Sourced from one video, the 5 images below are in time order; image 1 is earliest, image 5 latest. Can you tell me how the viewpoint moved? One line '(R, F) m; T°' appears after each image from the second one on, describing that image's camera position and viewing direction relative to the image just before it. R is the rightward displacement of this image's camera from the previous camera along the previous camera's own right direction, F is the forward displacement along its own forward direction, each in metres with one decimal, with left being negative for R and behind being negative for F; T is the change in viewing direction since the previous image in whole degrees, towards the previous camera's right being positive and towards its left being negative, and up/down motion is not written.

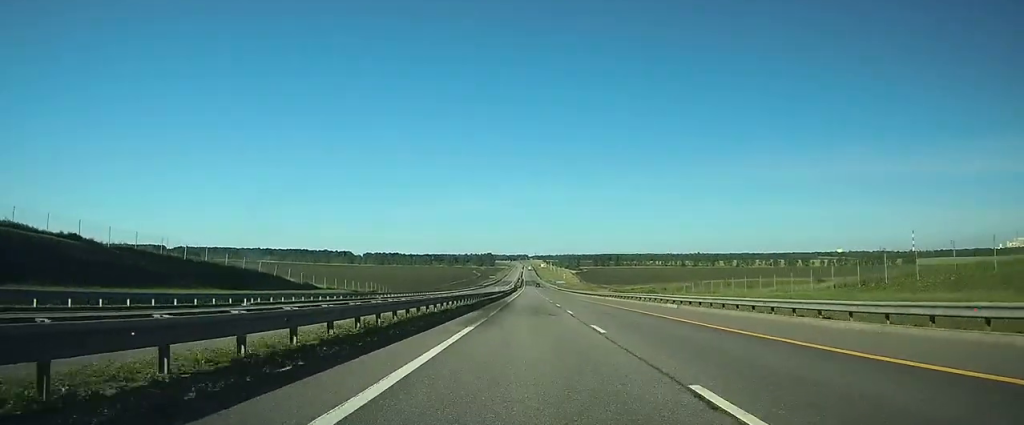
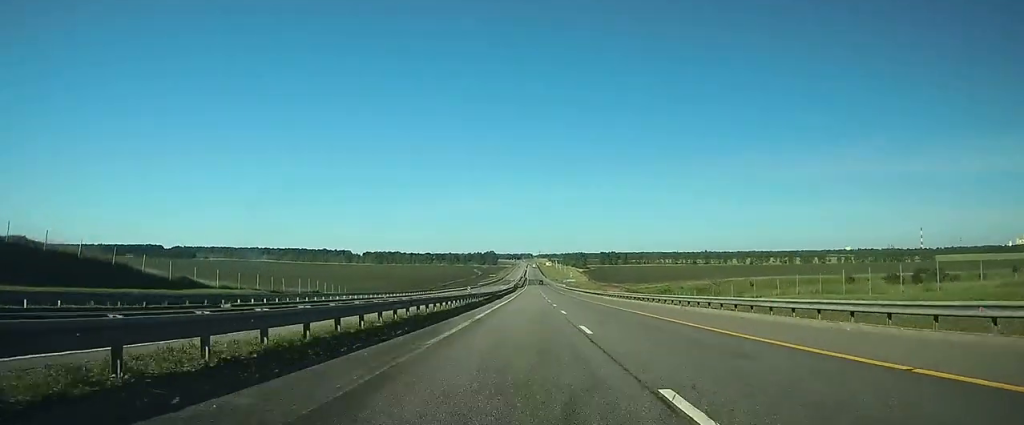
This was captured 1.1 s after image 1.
(0.0, +36.2) m; 0°
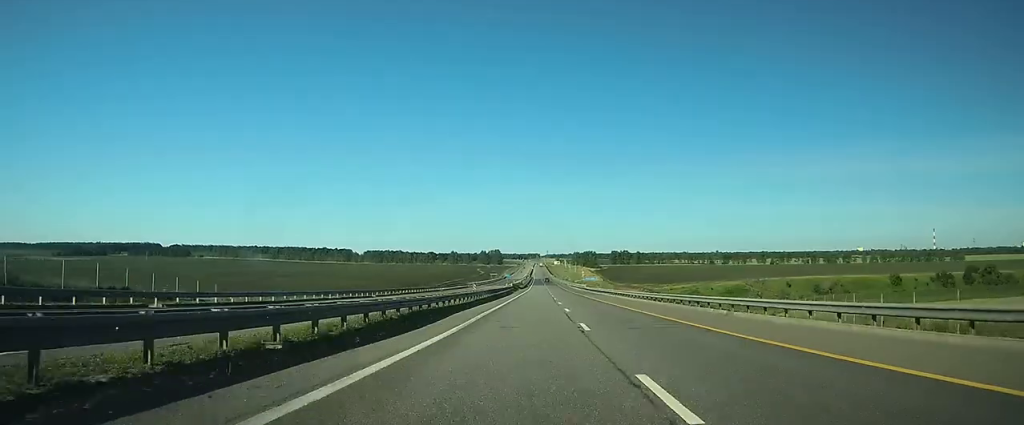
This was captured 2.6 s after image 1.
(-0.3, +46.9) m; -1°
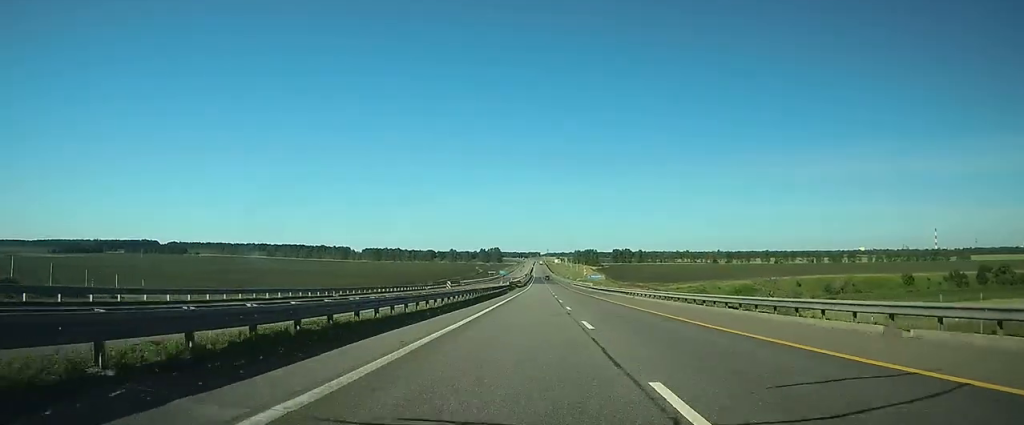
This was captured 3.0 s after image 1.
(0.0, +12.8) m; 0°
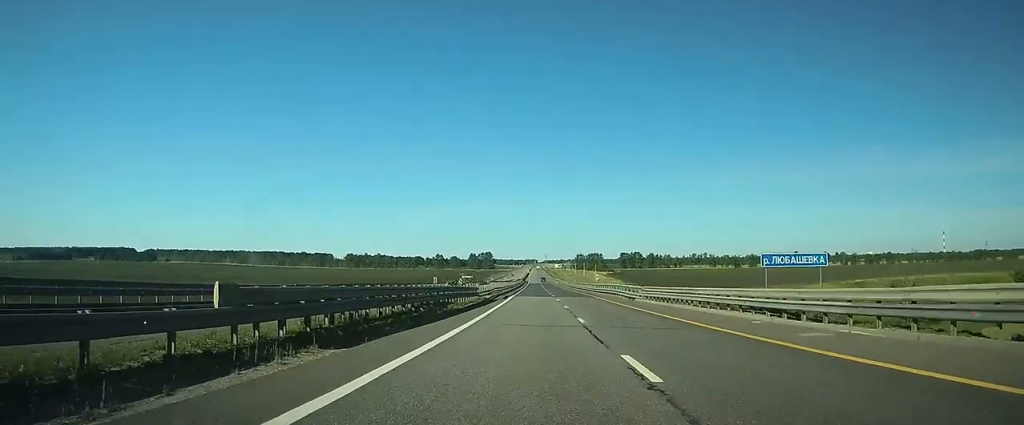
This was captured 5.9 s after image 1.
(-0.4, +93.6) m; 0°
